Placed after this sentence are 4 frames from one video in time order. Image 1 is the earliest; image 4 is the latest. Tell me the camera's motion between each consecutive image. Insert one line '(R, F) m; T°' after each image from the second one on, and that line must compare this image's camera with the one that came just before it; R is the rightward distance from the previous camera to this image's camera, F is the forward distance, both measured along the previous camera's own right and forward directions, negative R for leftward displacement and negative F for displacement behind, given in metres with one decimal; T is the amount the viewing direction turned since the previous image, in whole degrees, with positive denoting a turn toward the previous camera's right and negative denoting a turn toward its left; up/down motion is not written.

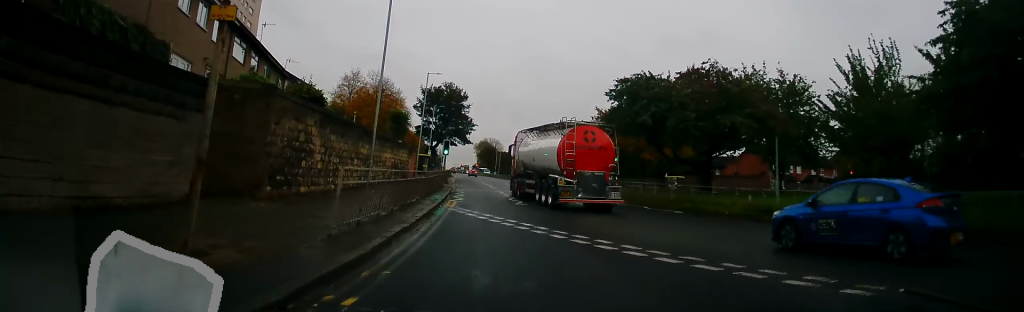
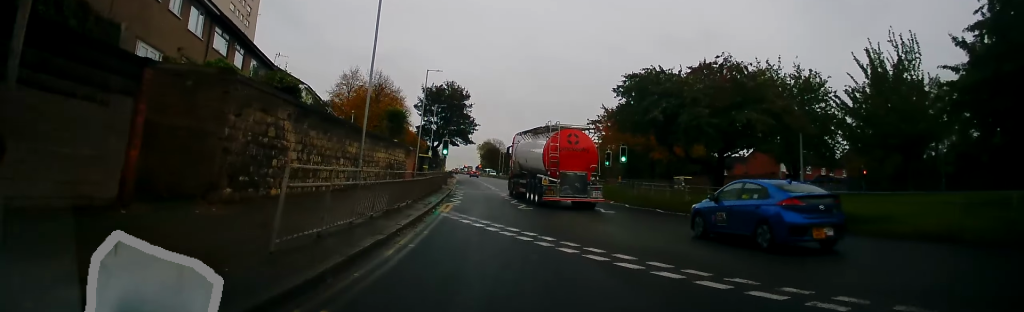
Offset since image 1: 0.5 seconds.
(+0.2, +2.0) m; +2°
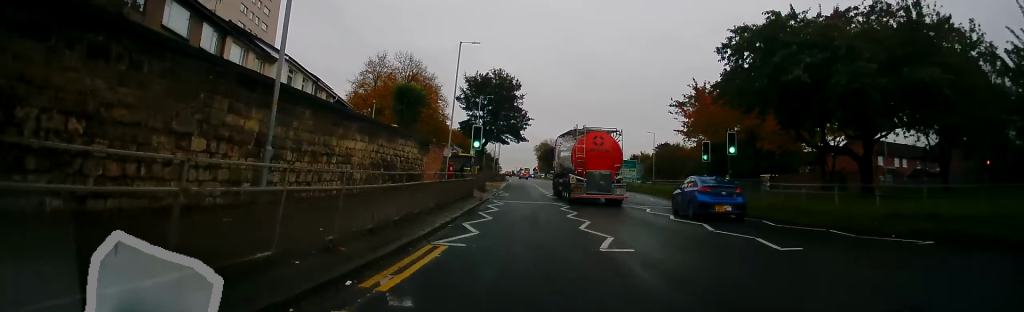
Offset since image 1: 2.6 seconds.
(-0.4, +11.9) m; -9°
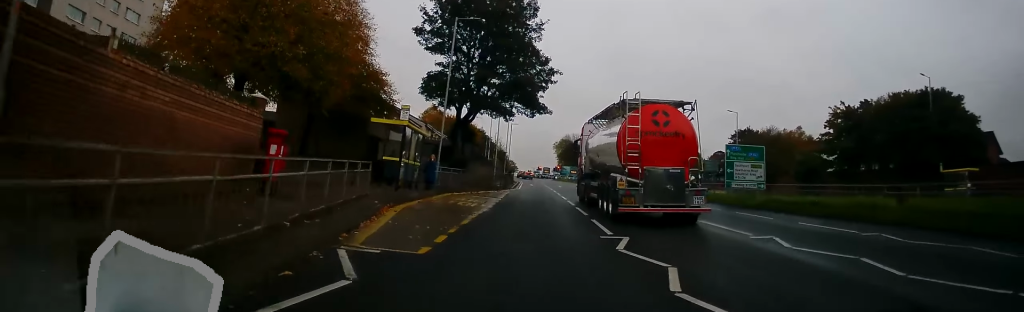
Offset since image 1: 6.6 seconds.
(+0.4, +35.9) m; -1°
